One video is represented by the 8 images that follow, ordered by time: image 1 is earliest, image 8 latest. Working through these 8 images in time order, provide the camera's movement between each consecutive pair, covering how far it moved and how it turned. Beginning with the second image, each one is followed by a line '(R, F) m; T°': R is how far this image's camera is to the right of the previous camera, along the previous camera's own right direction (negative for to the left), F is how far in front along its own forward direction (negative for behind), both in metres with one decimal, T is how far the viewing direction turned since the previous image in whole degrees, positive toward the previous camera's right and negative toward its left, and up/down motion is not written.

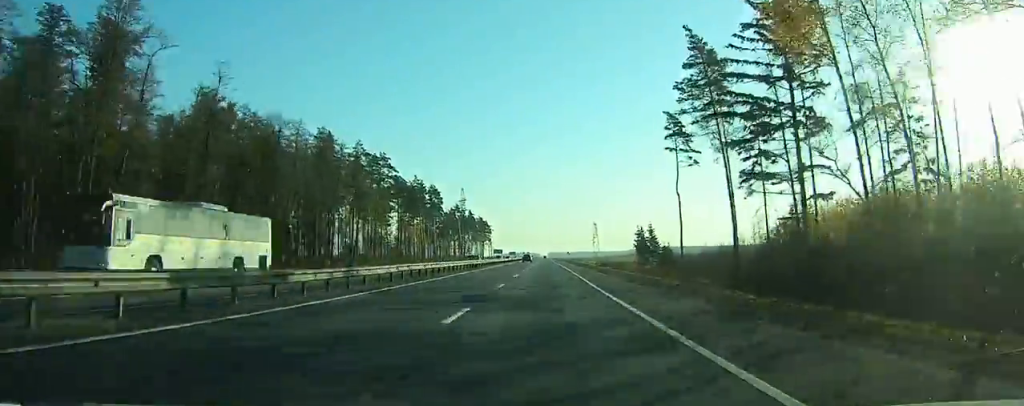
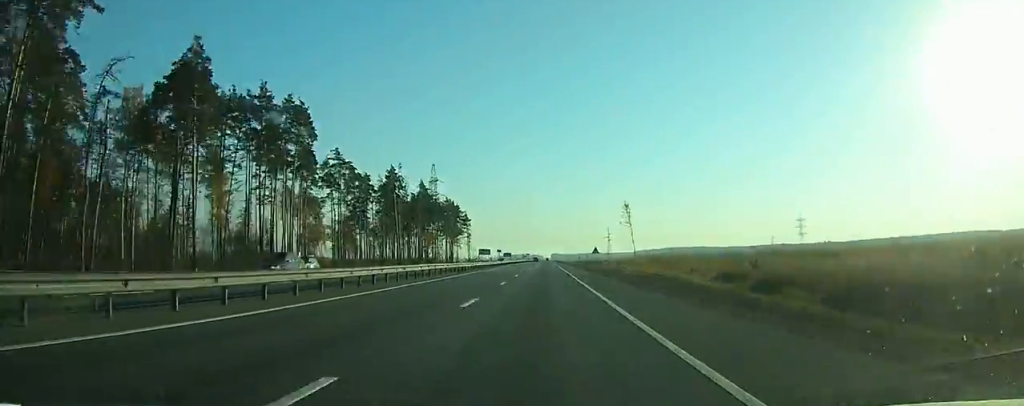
(-0.1, +103.4) m; 0°
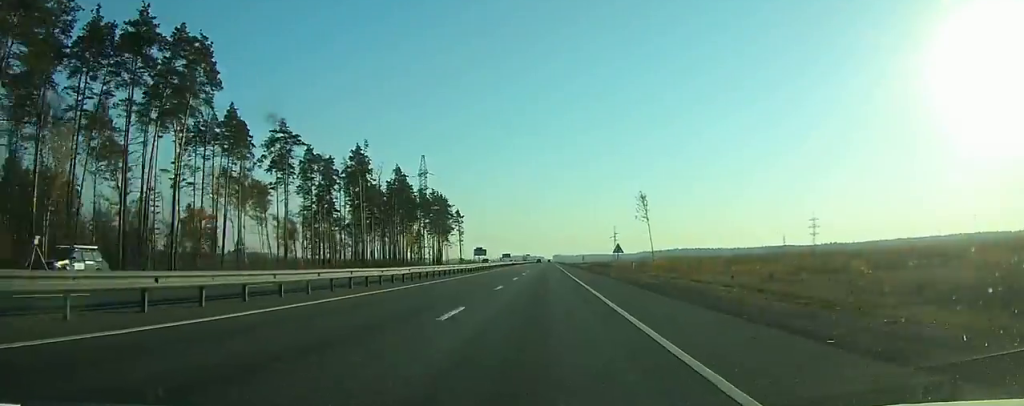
(0.0, +26.9) m; 0°
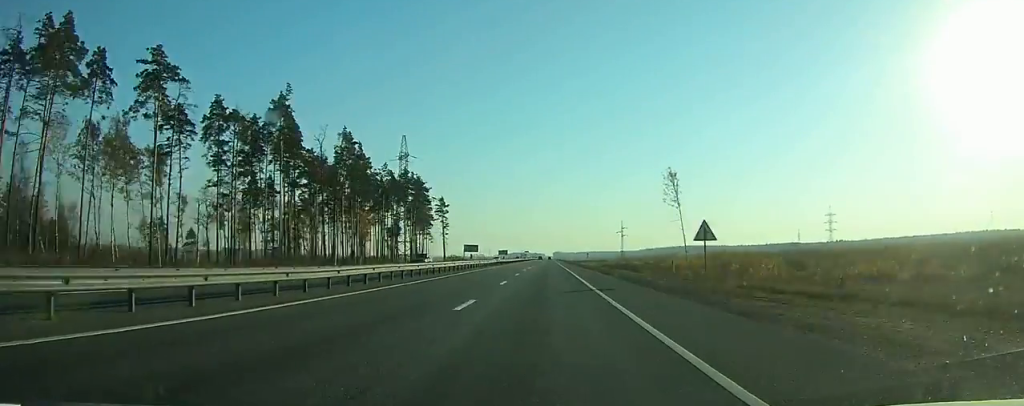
(0.0, +34.4) m; 0°
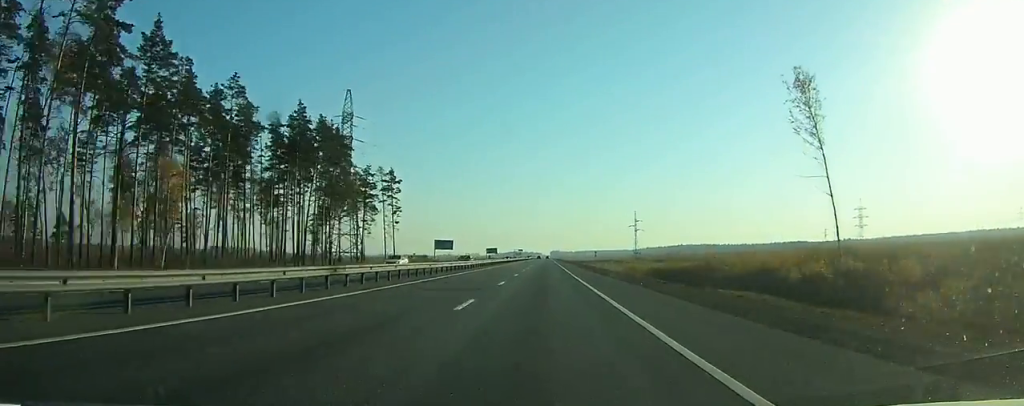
(0.0, +60.1) m; 0°
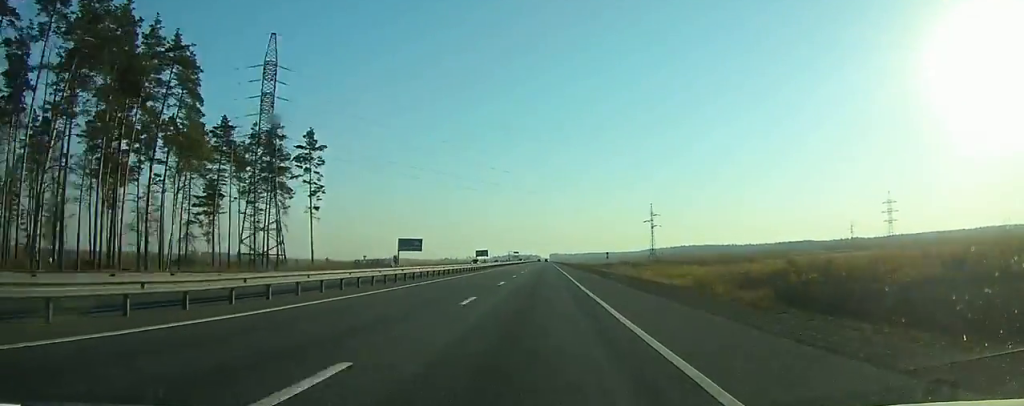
(0.0, +45.7) m; 0°
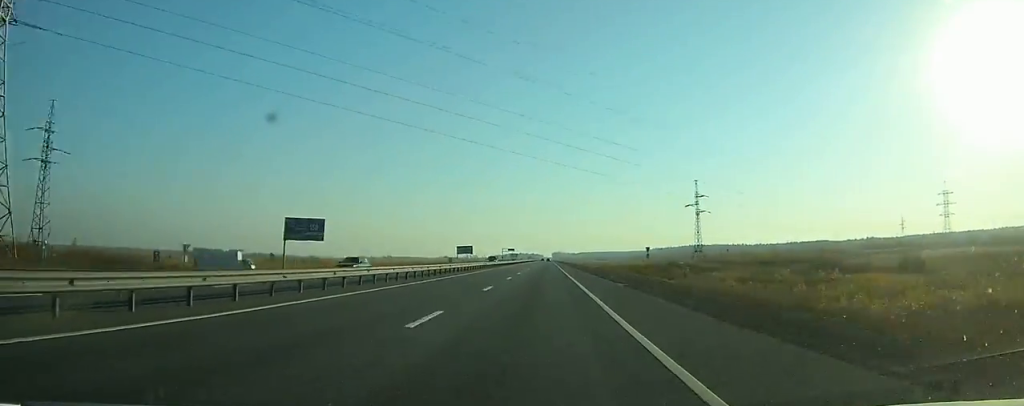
(+0.4, +65.9) m; 0°
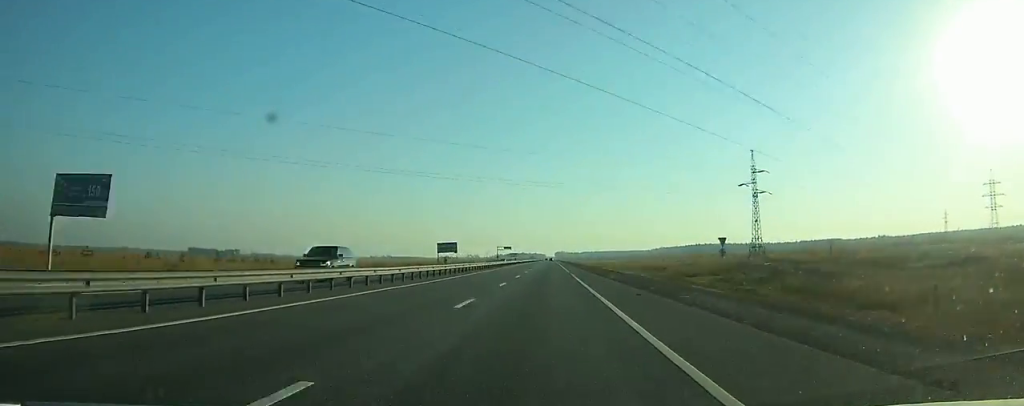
(0.0, +43.8) m; 0°
